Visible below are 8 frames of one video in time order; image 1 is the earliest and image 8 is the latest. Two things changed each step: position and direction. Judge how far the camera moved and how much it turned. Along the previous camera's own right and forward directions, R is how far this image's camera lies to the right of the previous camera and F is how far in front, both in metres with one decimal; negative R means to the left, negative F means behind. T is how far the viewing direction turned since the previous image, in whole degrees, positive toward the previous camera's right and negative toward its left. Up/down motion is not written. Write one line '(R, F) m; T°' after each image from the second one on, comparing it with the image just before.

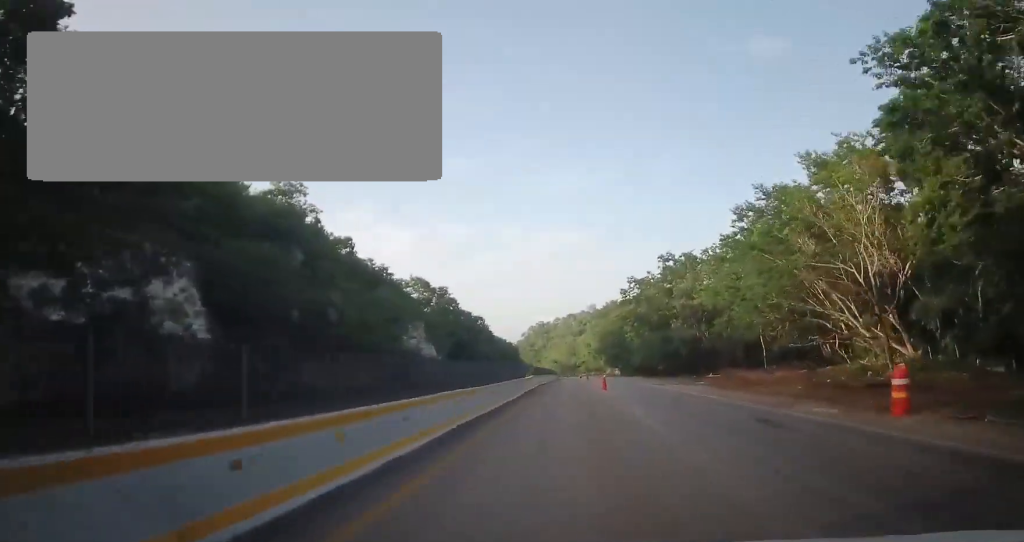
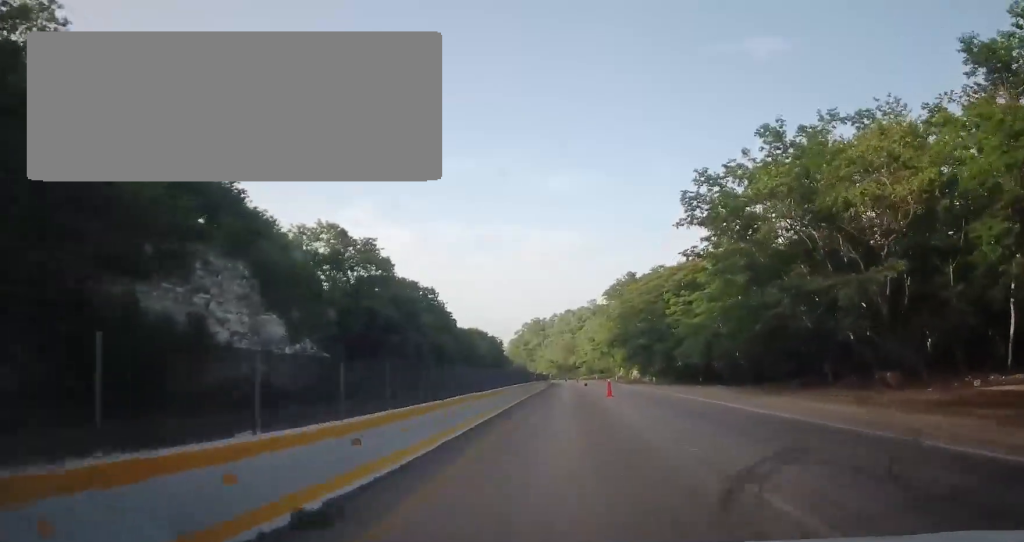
(-1.6, +43.2) m; -2°
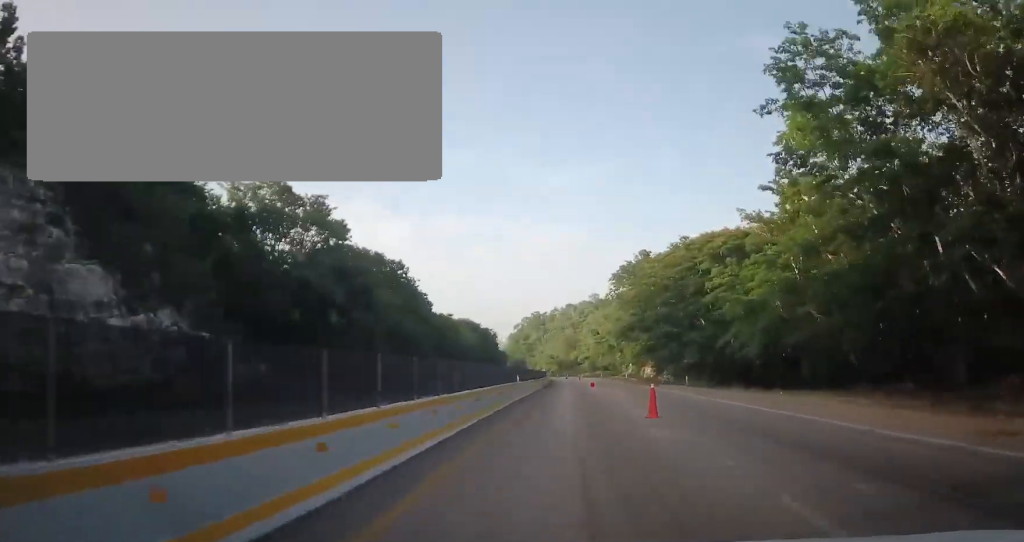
(+0.5, +16.2) m; +2°
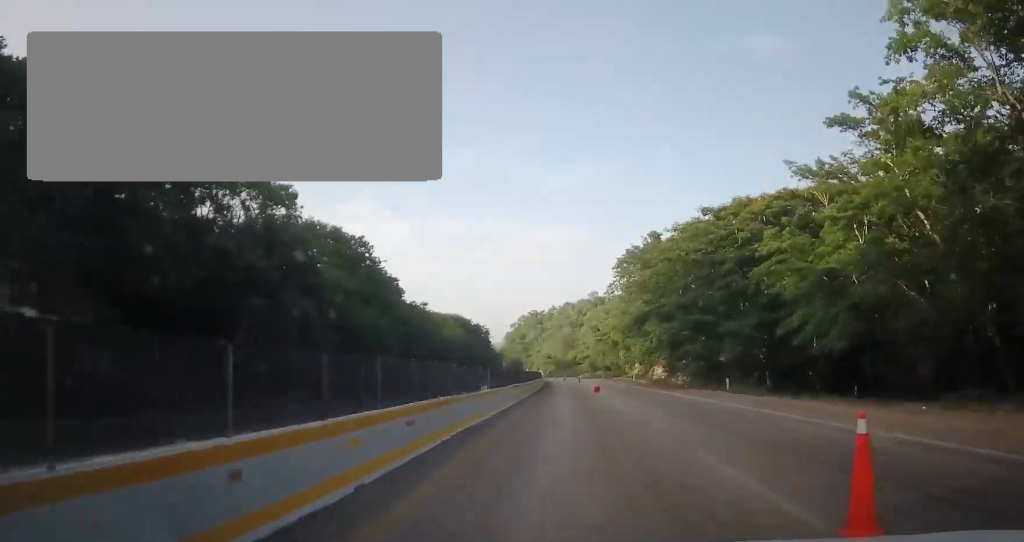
(+0.2, +11.7) m; +1°
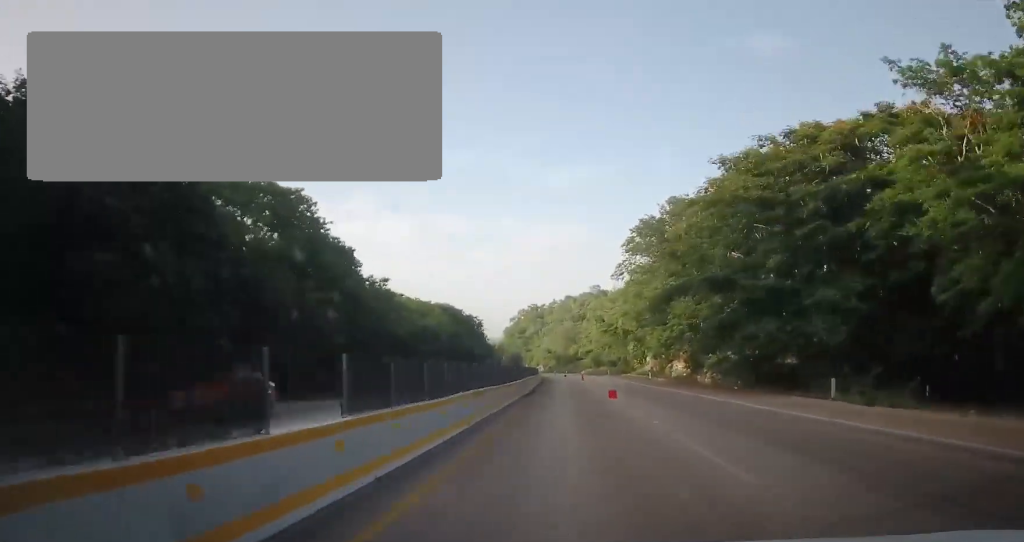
(+0.2, +13.0) m; +1°
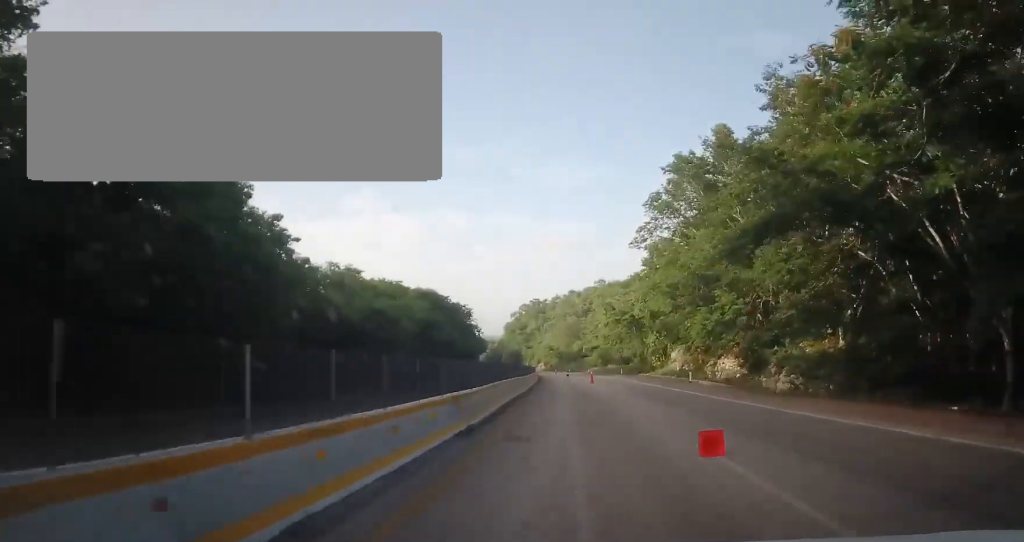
(+0.1, +18.2) m; -1°
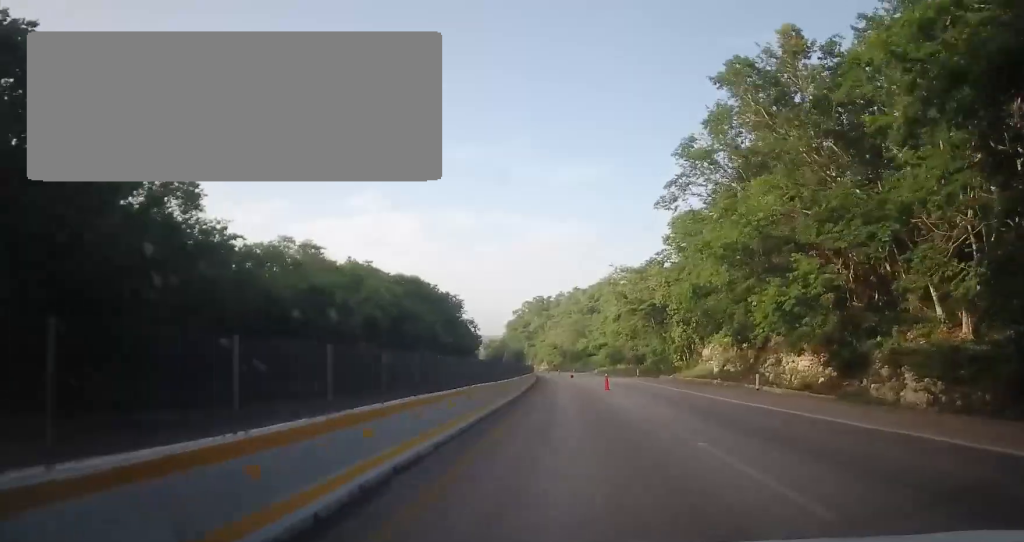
(-0.1, +13.7) m; -1°
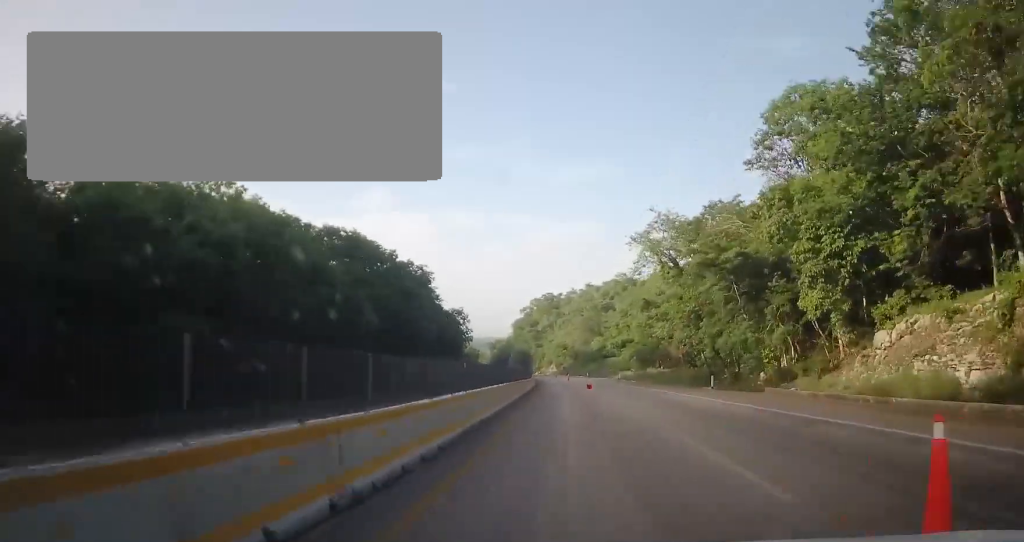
(-0.3, +29.3) m; -1°
